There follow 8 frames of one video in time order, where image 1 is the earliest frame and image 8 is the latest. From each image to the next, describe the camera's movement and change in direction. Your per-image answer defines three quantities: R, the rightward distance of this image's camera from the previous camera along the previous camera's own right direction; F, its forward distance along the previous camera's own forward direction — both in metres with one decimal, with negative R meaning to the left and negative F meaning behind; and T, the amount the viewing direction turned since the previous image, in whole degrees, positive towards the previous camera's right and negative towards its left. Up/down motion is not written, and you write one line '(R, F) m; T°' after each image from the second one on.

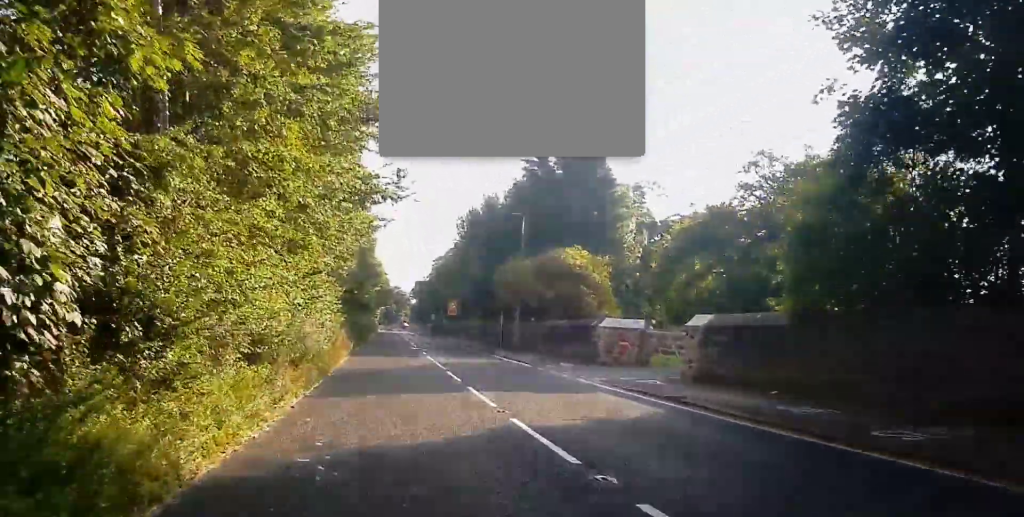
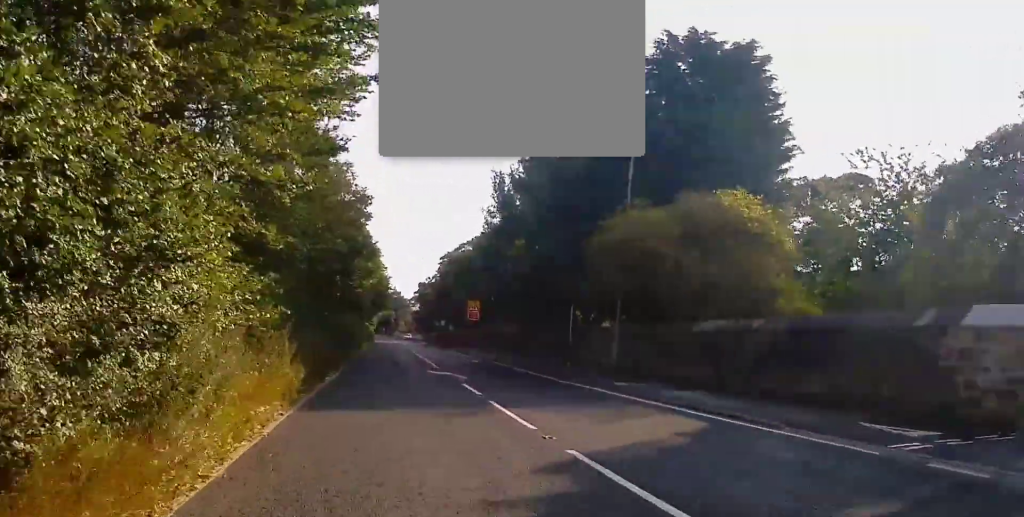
(0.0, +20.3) m; +1°
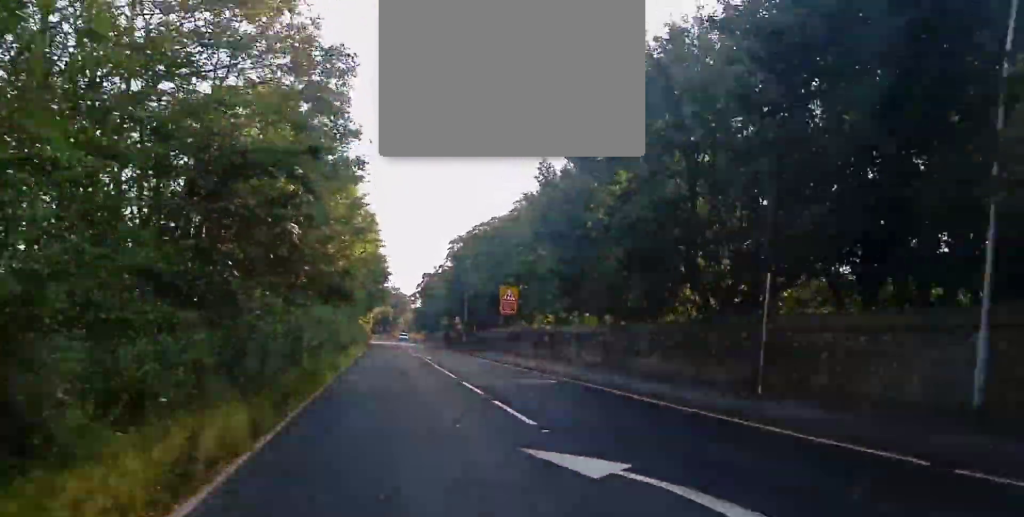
(+0.2, +18.5) m; +1°
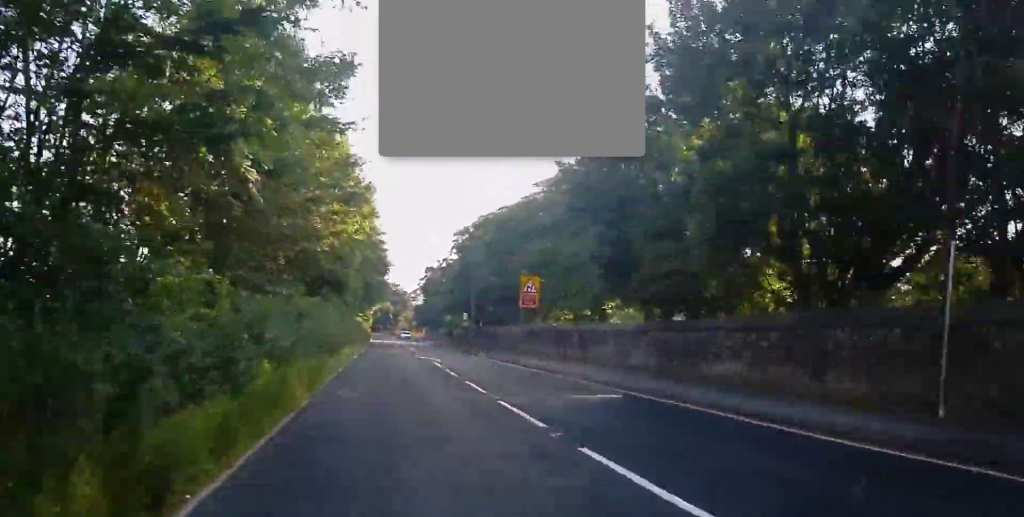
(0.0, +6.4) m; 0°
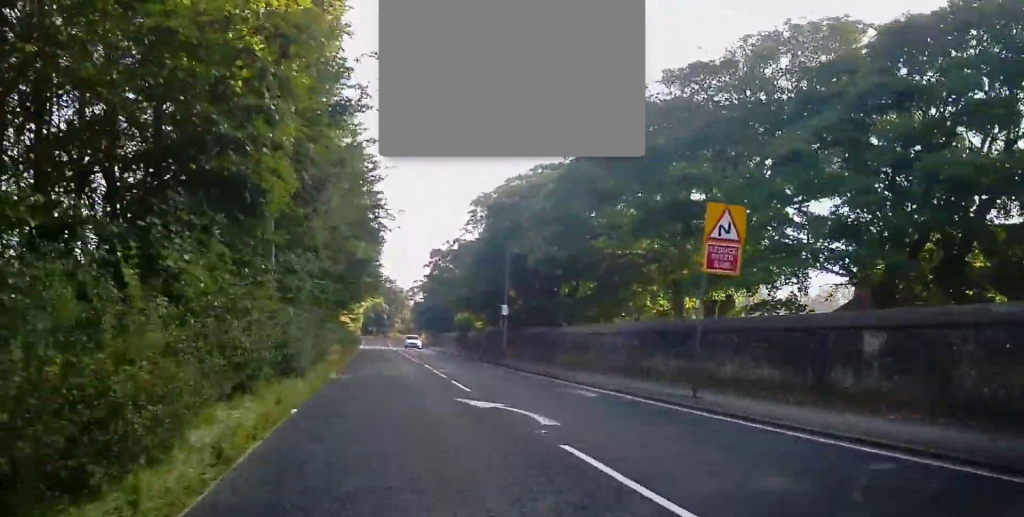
(-0.1, +23.3) m; 0°
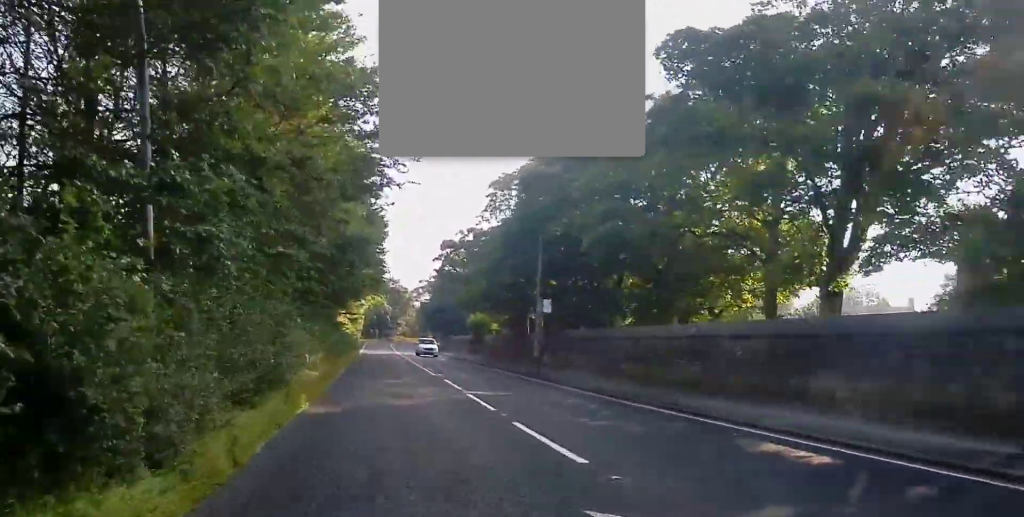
(0.0, +9.9) m; 0°
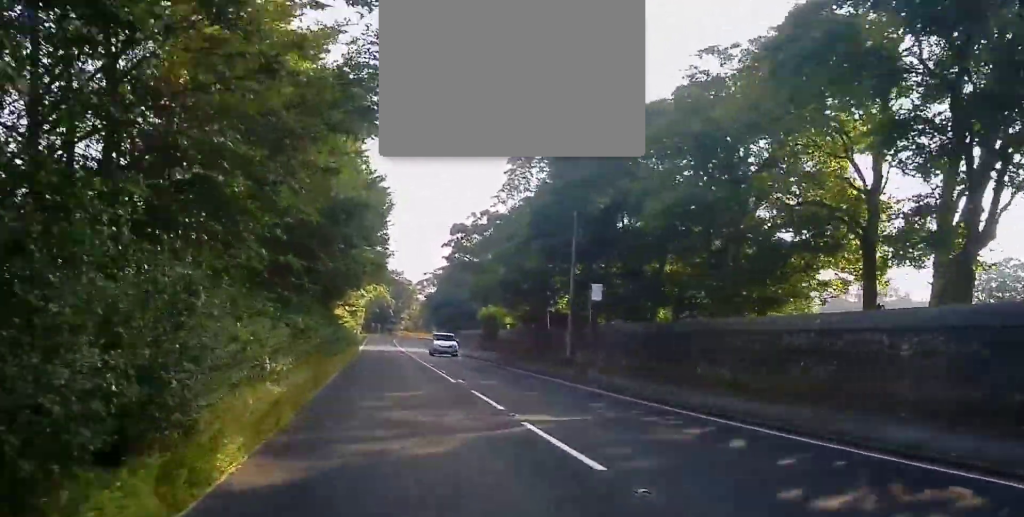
(0.0, +7.0) m; 0°
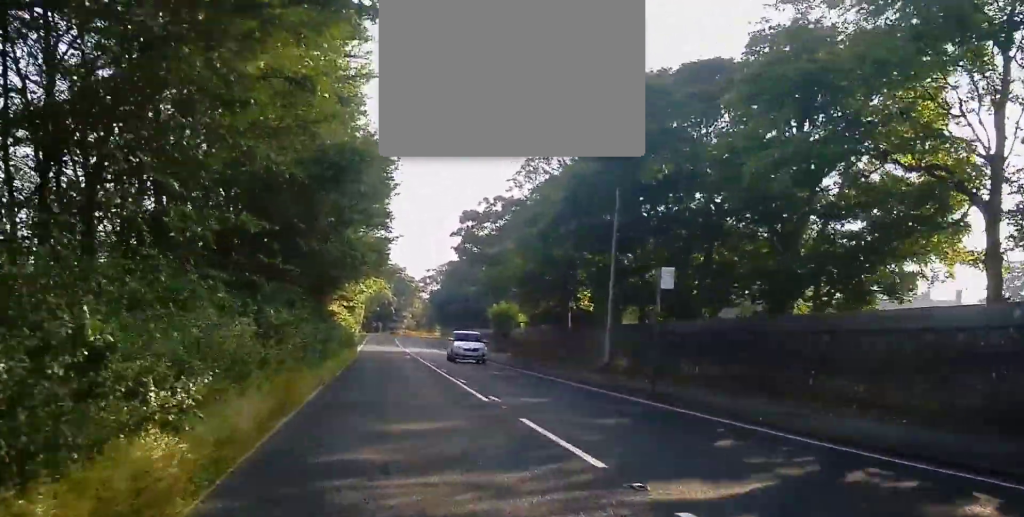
(+0.1, +6.5) m; +1°
